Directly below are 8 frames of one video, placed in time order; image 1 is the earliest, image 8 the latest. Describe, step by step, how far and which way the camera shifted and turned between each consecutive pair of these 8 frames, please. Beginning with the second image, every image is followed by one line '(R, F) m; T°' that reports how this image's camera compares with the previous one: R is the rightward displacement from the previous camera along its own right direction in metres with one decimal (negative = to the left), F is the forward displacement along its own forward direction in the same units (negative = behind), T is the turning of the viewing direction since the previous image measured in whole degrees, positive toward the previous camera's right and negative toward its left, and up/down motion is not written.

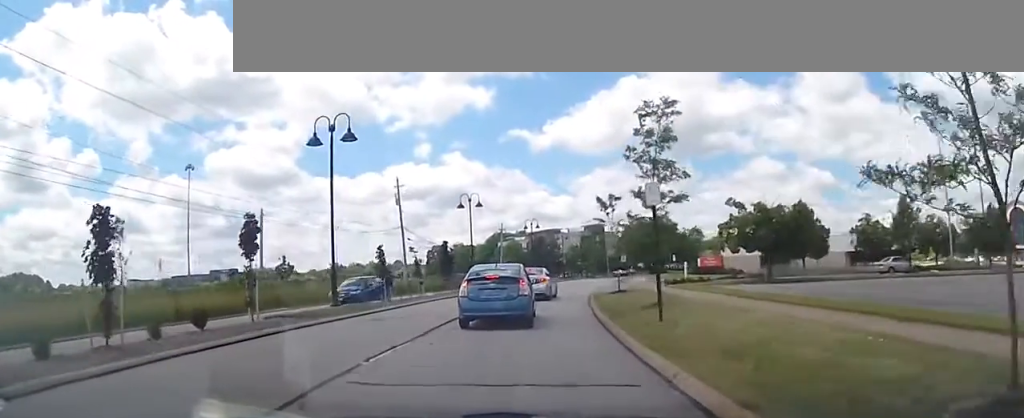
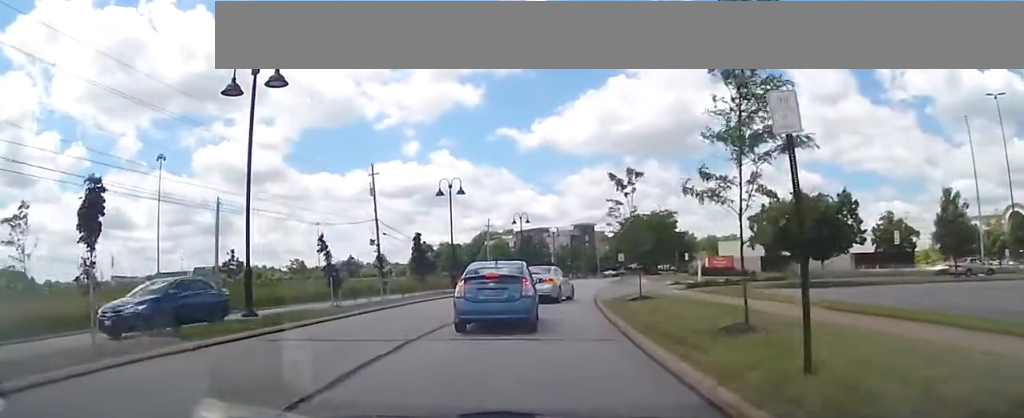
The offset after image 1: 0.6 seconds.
(0.0, +6.5) m; +3°
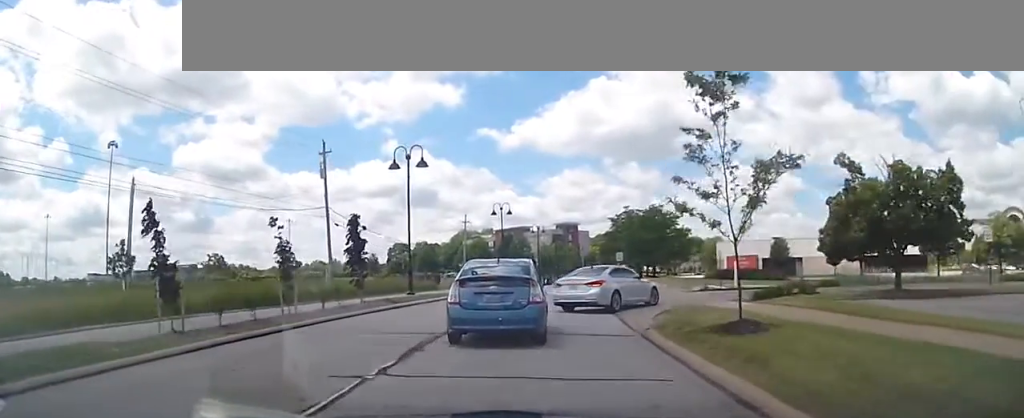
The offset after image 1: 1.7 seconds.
(+0.6, +9.2) m; +4°
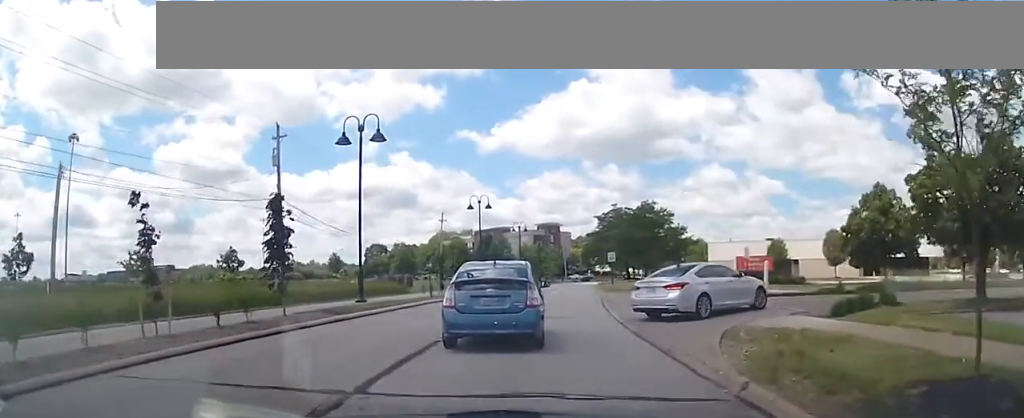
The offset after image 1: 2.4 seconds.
(0.0, +5.6) m; +1°
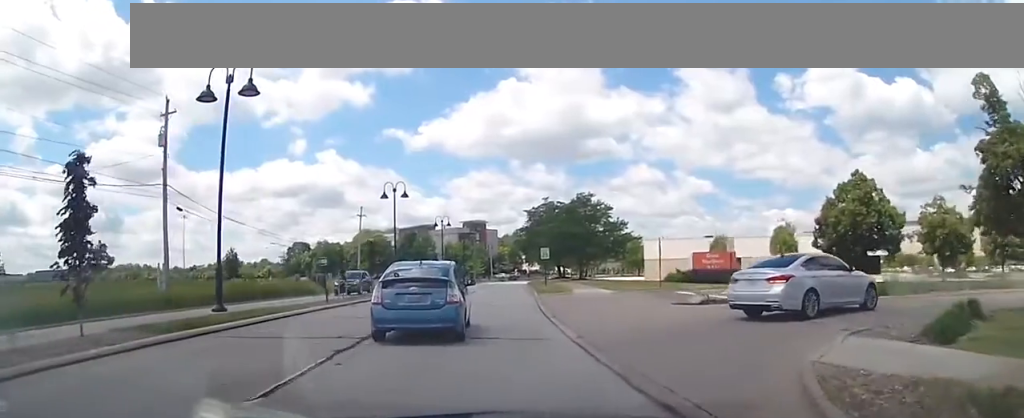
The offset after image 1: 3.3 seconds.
(+0.1, +5.6) m; +9°
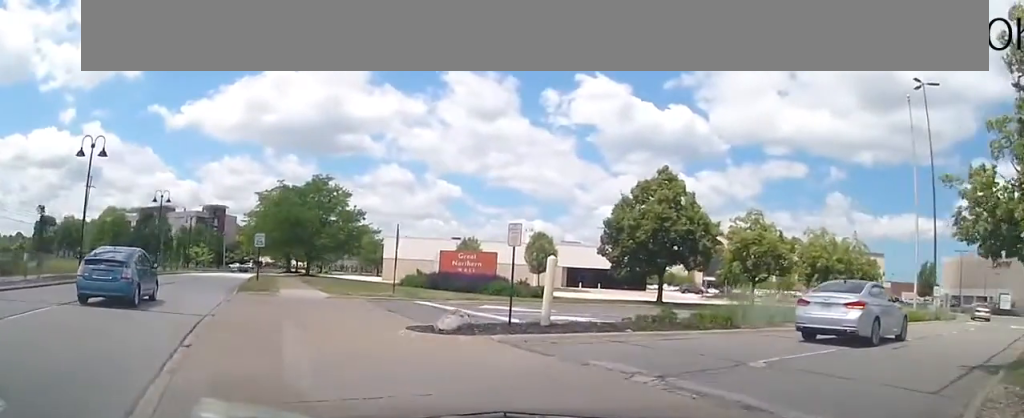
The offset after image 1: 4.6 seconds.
(+1.5, +8.0) m; +18°
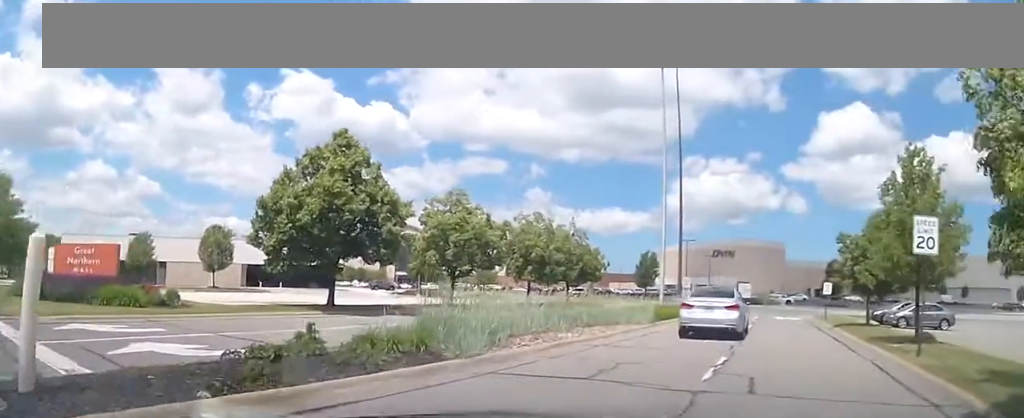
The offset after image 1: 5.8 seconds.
(+1.0, +6.8) m; +26°
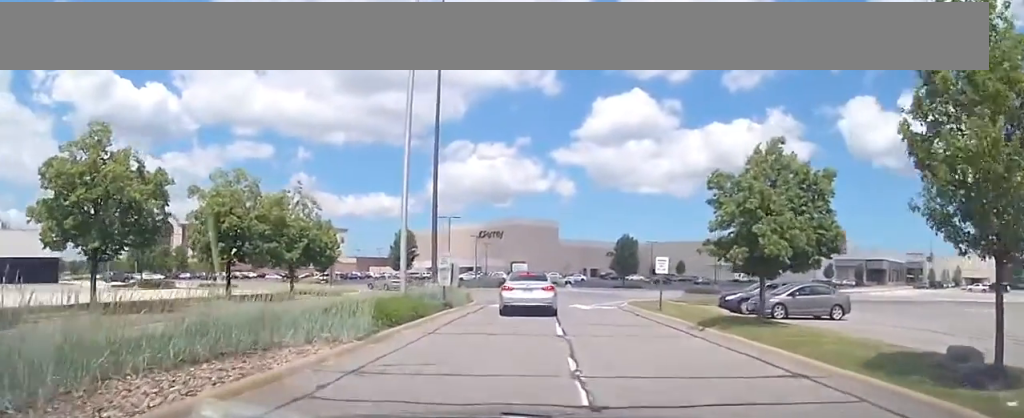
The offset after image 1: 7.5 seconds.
(+4.2, +8.4) m; +39°
